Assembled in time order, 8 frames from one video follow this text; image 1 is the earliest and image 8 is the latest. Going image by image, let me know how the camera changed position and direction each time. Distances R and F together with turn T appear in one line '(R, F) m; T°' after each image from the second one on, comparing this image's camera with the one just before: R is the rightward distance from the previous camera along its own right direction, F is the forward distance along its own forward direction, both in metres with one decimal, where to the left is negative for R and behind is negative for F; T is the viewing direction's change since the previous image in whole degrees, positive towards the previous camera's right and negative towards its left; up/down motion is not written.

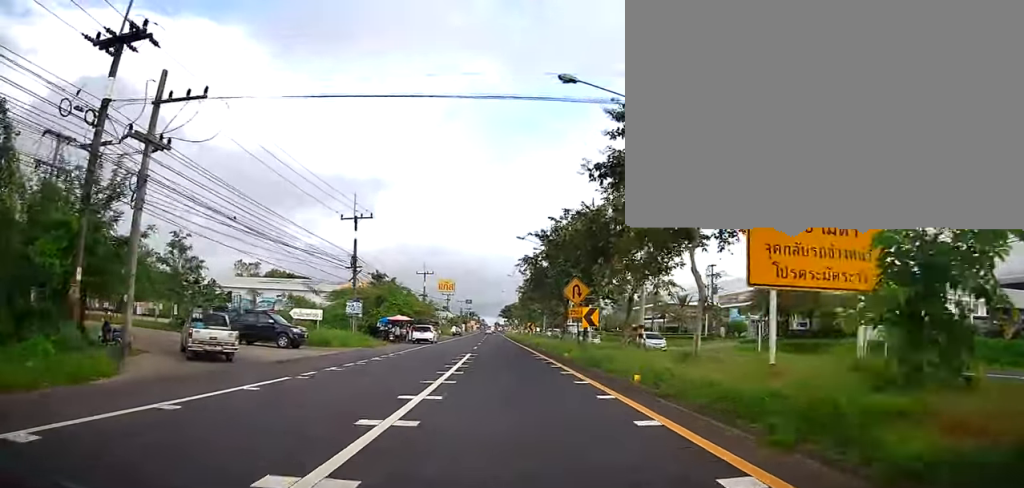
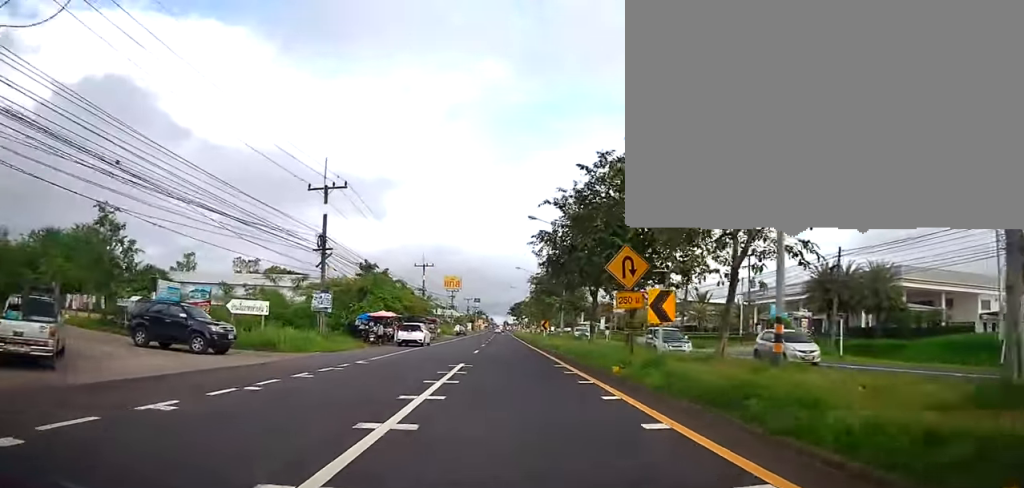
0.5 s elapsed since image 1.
(0.0, +9.3) m; 0°
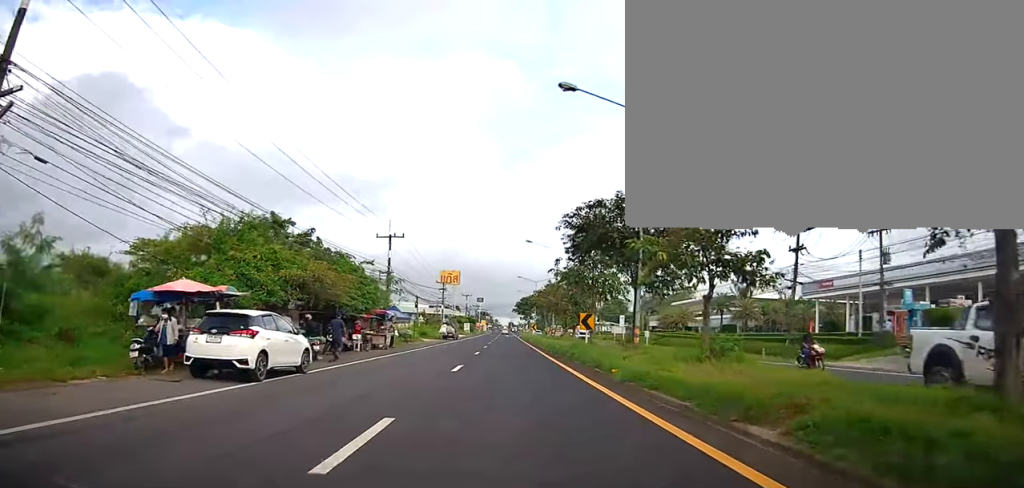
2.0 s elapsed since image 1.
(0.0, +24.6) m; -3°
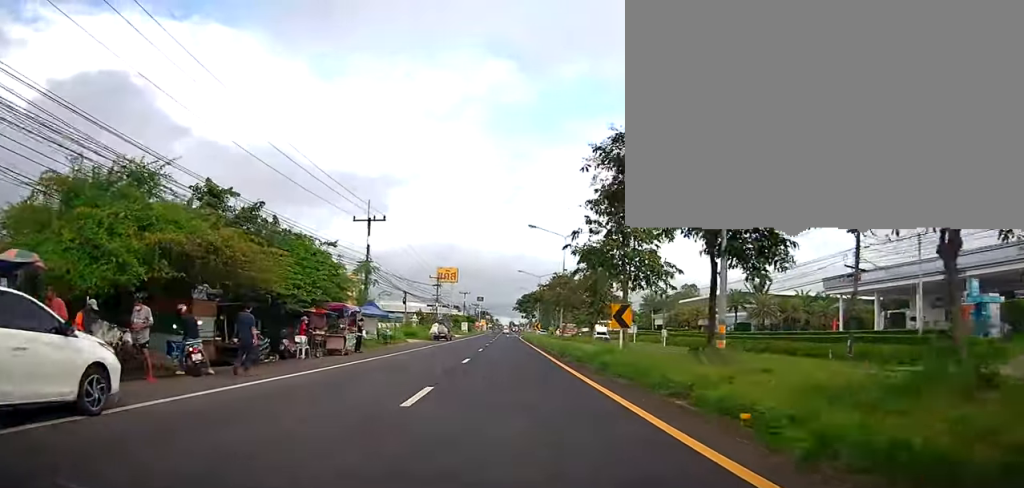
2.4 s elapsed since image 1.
(-0.3, +7.9) m; 0°
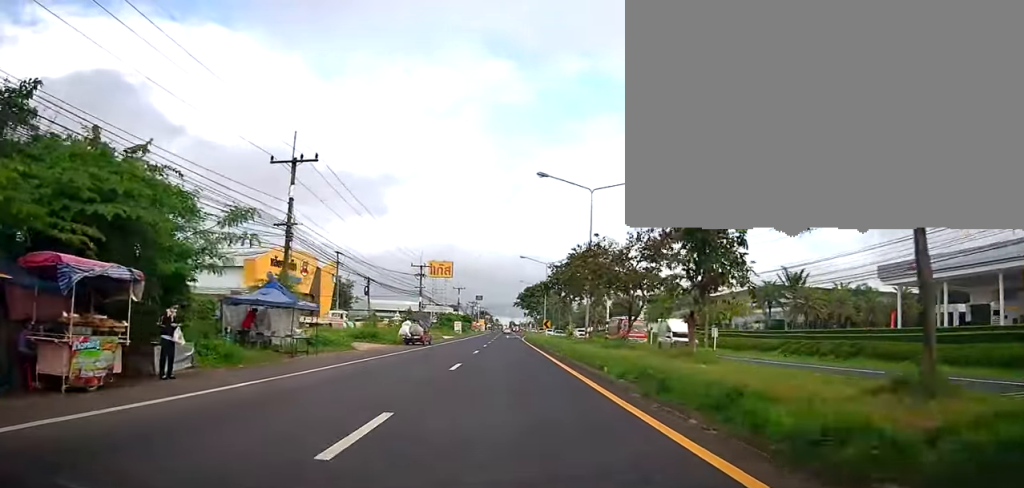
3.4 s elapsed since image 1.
(-0.3, +16.0) m; +1°
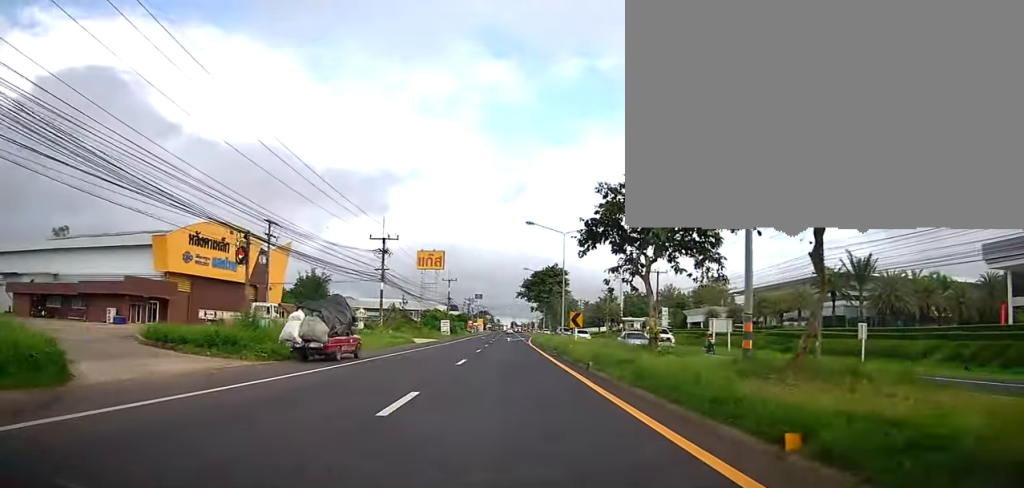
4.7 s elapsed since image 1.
(+0.7, +21.5) m; +2°
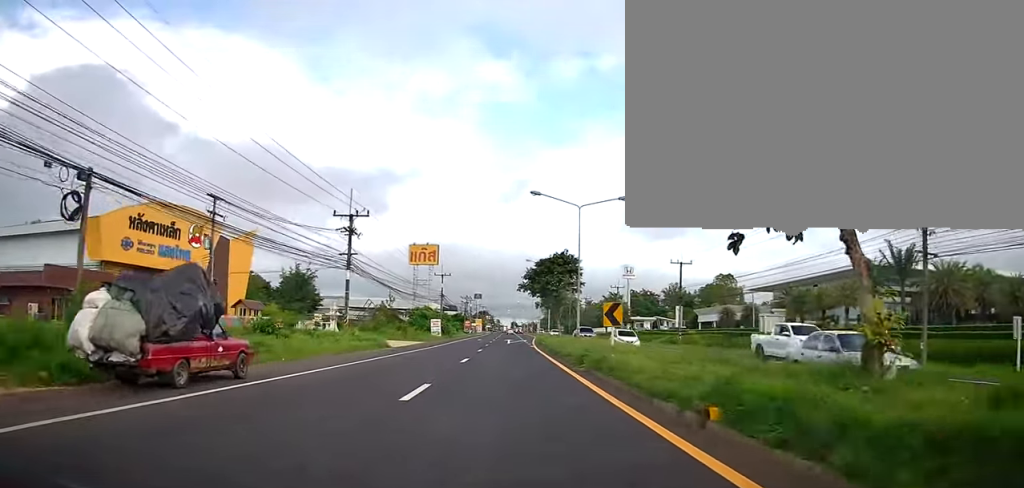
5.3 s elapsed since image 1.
(0.0, +10.3) m; -1°
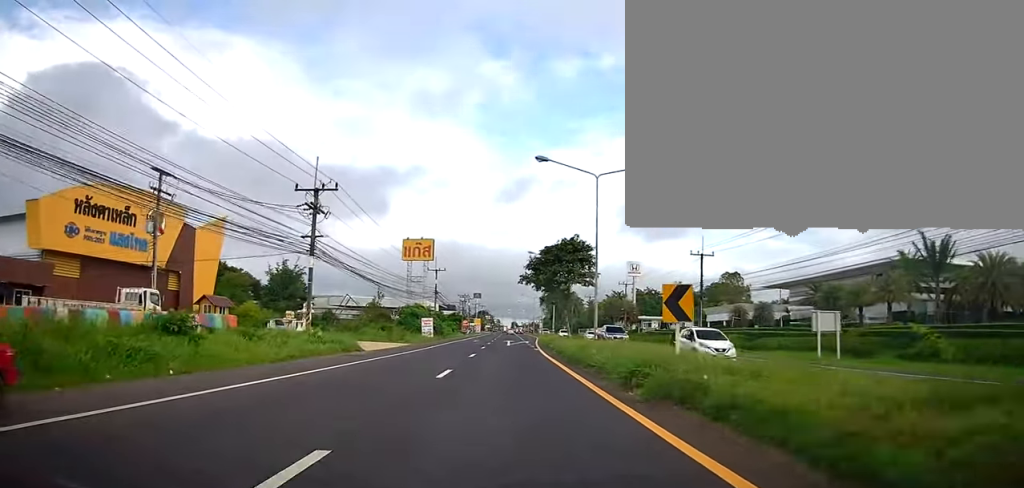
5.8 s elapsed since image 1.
(+0.1, +7.3) m; -1°
